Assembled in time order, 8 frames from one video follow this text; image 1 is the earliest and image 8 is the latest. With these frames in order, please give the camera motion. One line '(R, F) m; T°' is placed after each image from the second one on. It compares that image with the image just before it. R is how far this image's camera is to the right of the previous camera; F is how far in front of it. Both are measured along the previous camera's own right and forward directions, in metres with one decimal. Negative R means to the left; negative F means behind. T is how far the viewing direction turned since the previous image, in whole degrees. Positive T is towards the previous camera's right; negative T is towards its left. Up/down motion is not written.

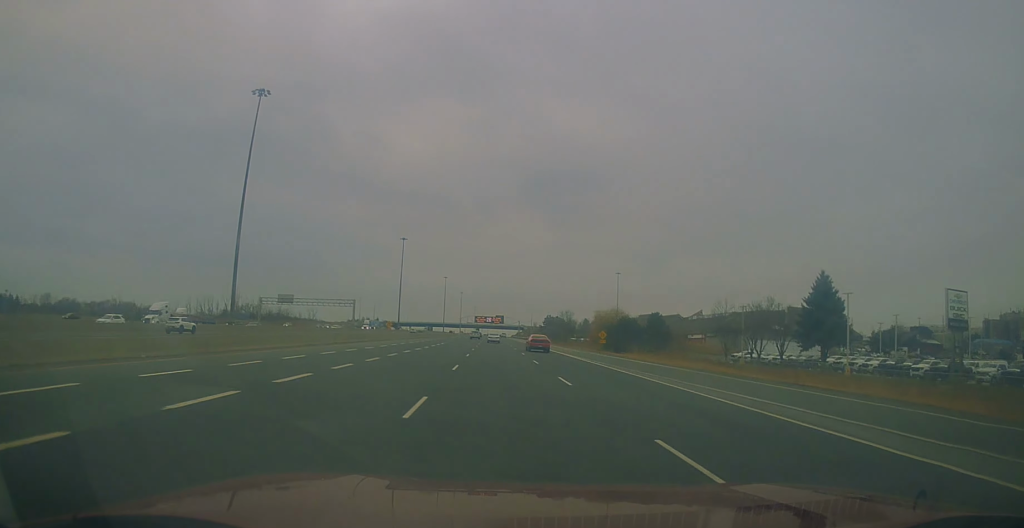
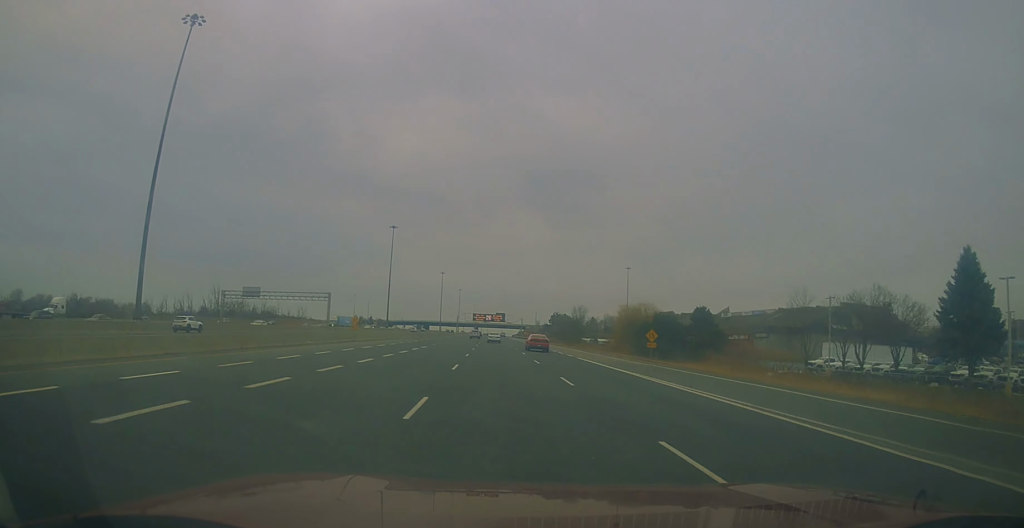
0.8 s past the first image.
(-0.1, +24.7) m; 0°
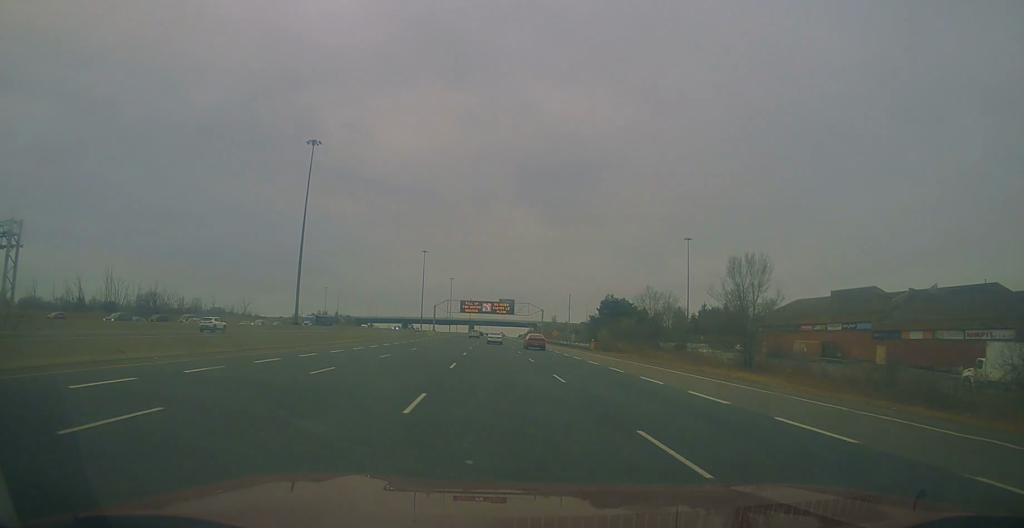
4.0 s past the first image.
(+0.8, +97.4) m; 0°
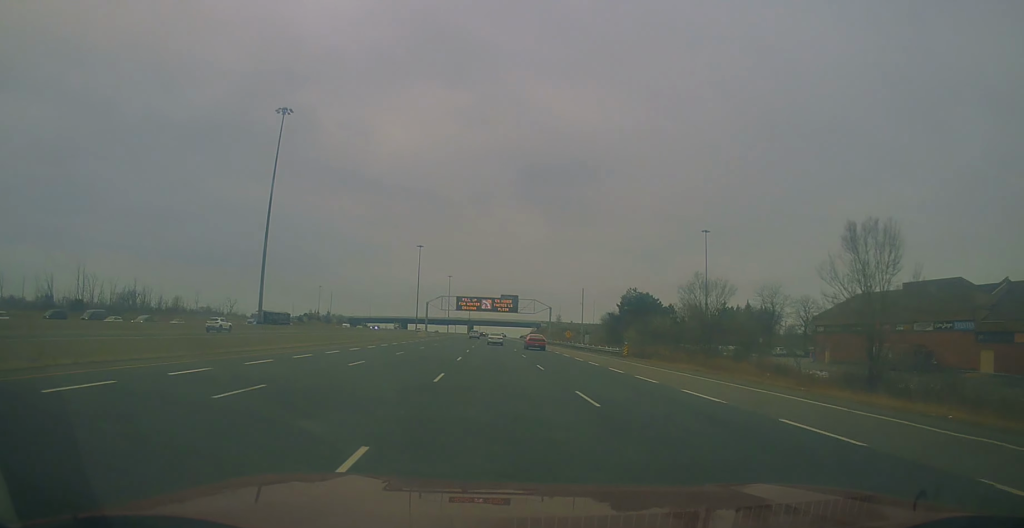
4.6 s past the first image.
(0.0, +18.3) m; 0°
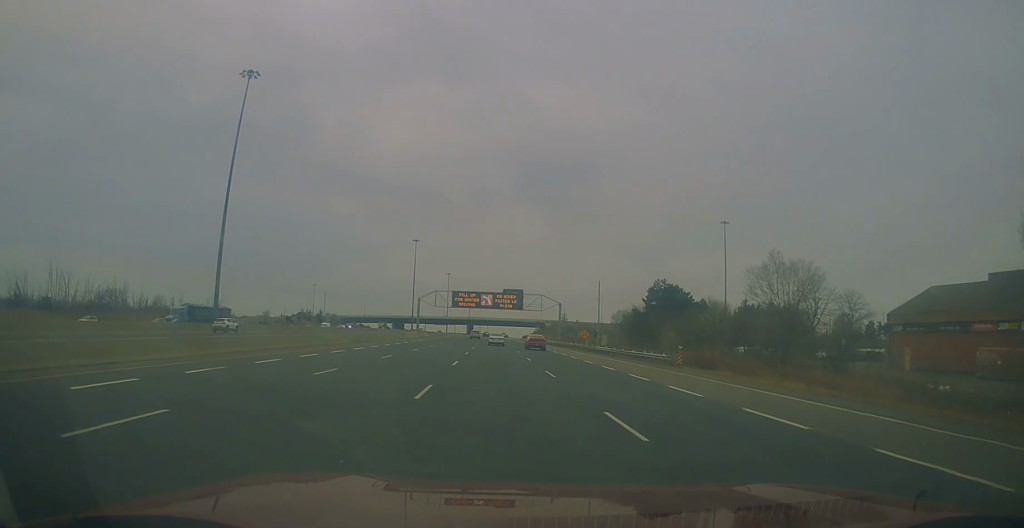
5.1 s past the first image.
(-0.2, +16.2) m; 0°
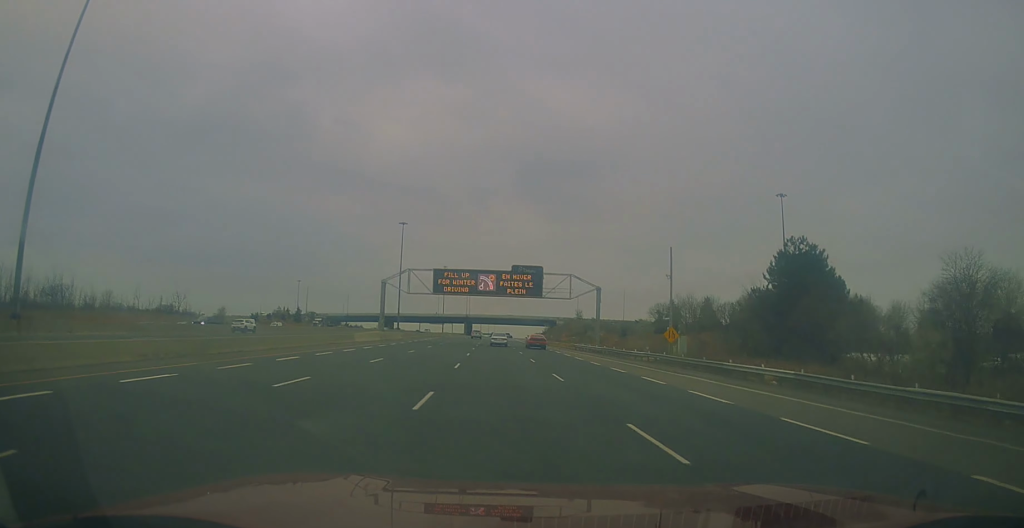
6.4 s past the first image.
(+0.3, +38.3) m; 0°
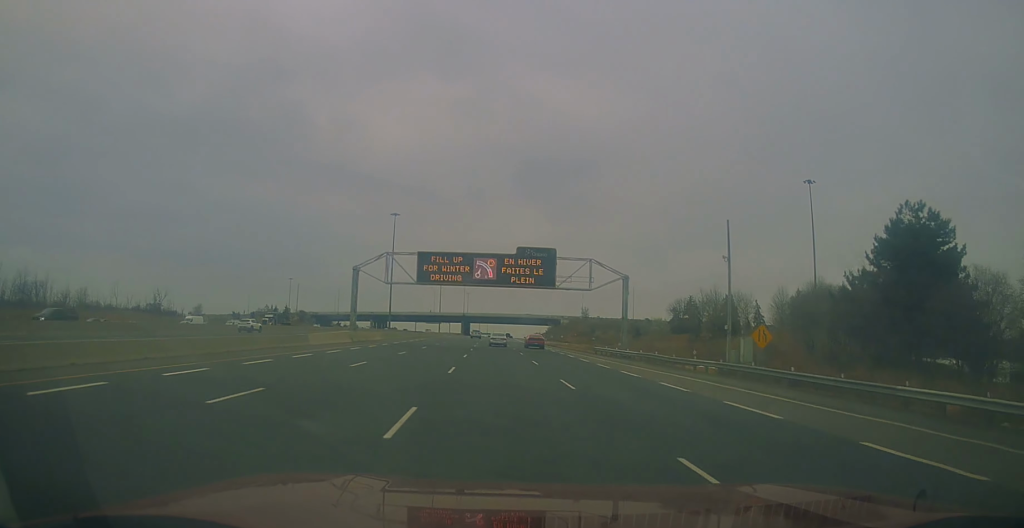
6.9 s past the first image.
(0.0, +15.1) m; 0°
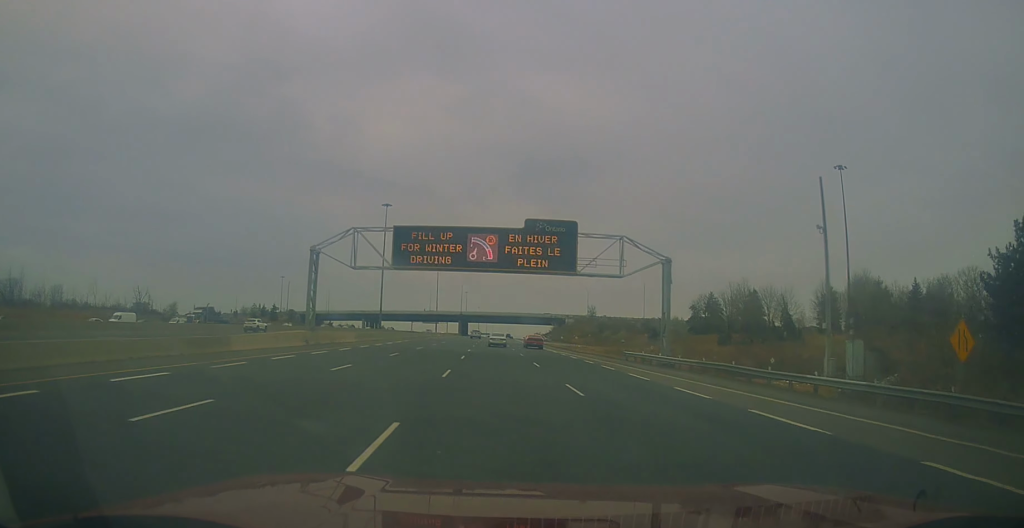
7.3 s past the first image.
(0.0, +14.1) m; 0°
